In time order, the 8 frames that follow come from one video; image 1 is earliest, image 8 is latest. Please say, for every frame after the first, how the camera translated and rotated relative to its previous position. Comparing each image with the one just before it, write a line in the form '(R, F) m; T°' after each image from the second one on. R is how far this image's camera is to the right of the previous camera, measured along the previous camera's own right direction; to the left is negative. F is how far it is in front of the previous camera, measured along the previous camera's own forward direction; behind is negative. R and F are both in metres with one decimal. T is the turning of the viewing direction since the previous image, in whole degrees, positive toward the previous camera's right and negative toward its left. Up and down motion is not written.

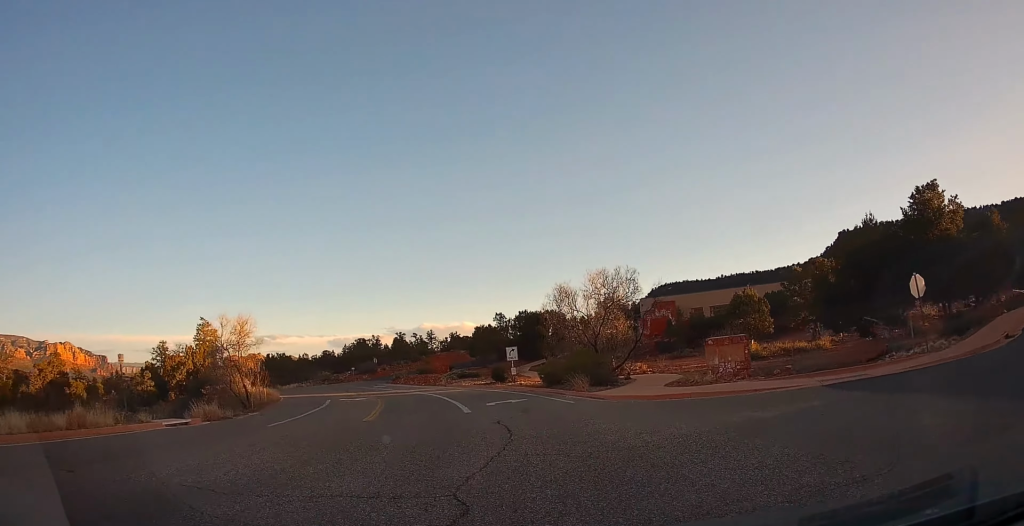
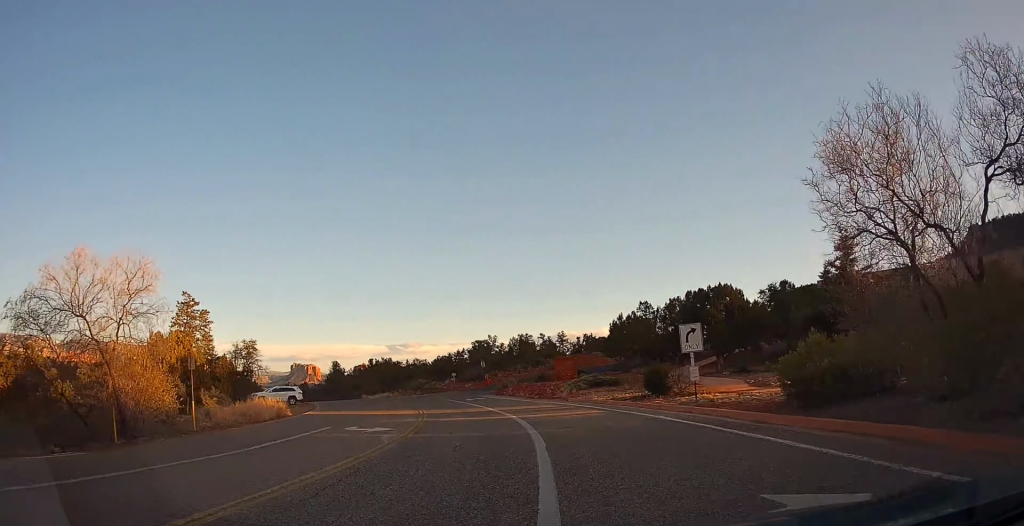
(-3.1, +20.3) m; -15°
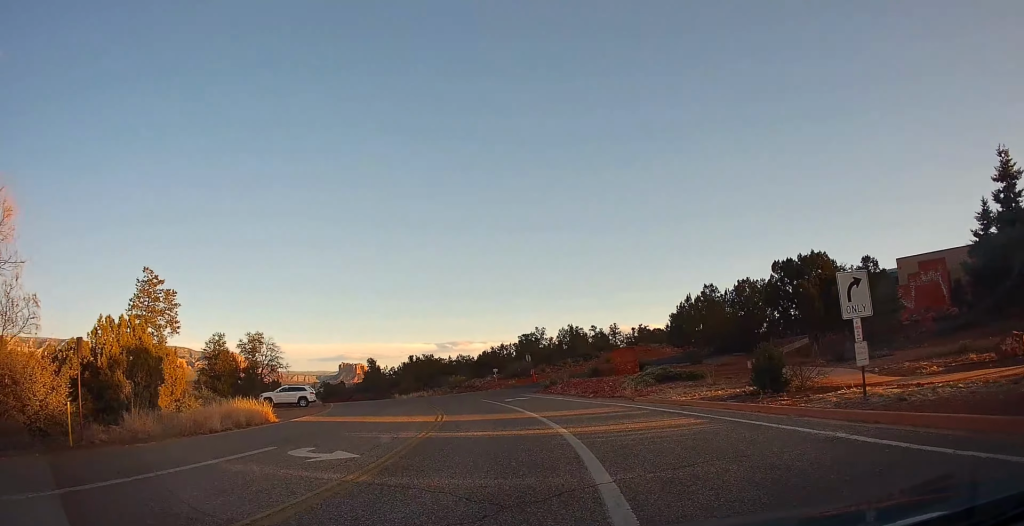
(-0.6, +8.2) m; -2°
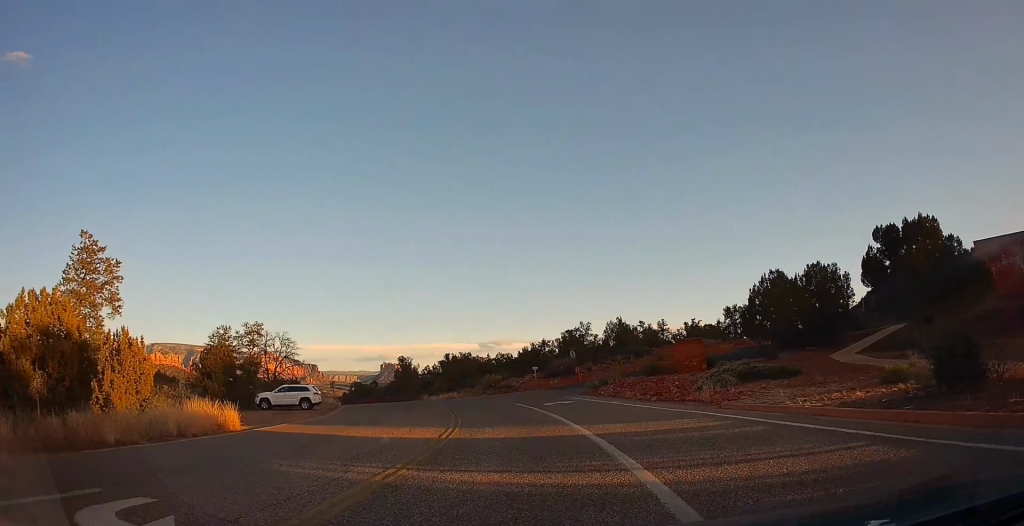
(+0.3, +7.2) m; -3°
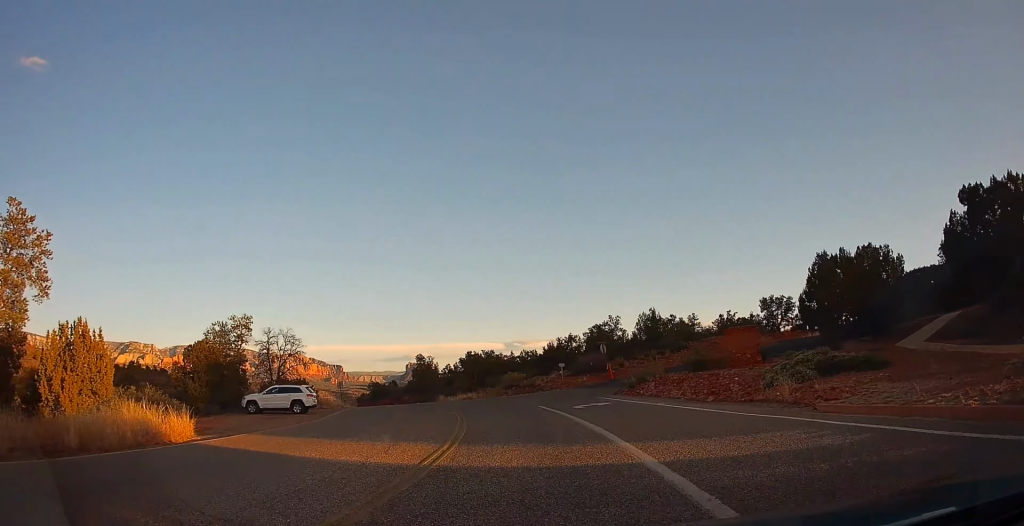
(+0.4, +5.2) m; -3°
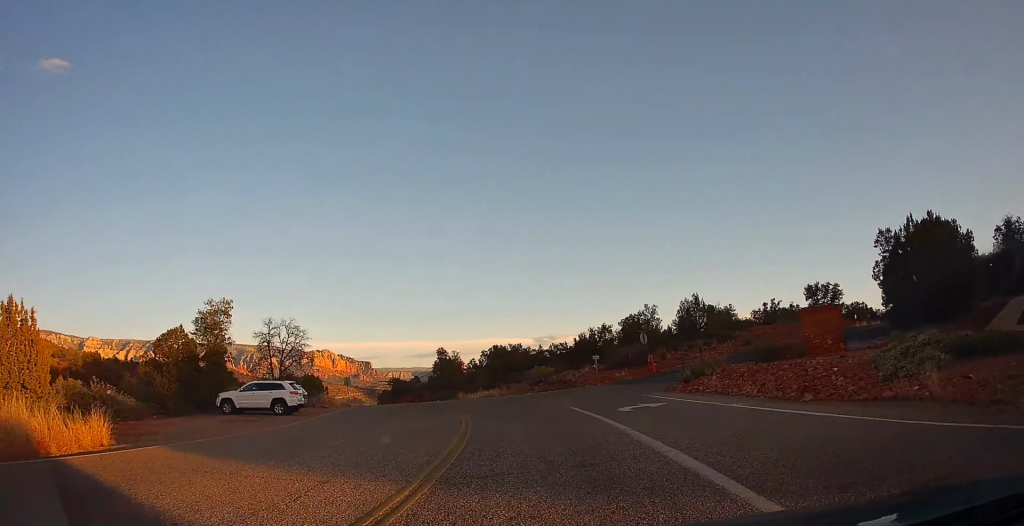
(-0.8, +5.9) m; -7°
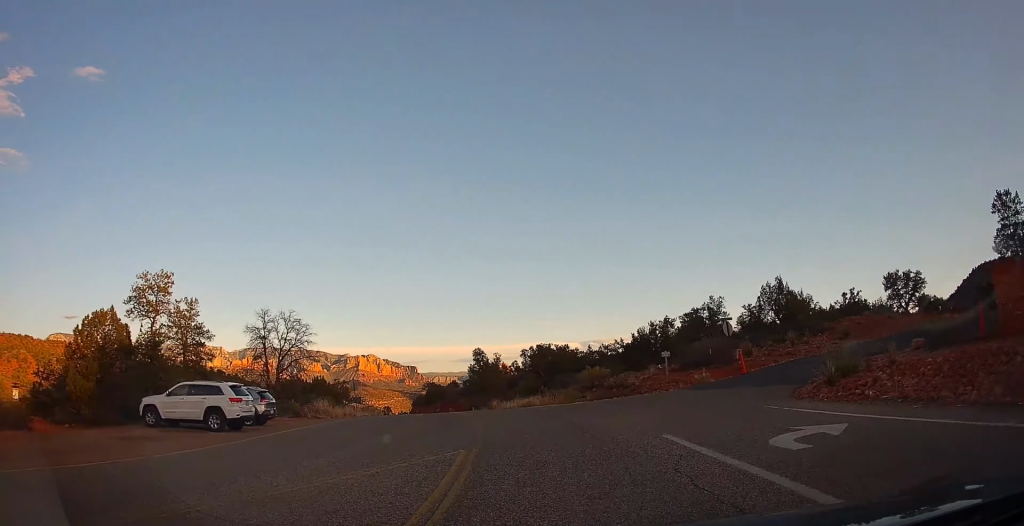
(-0.9, +9.6) m; -7°
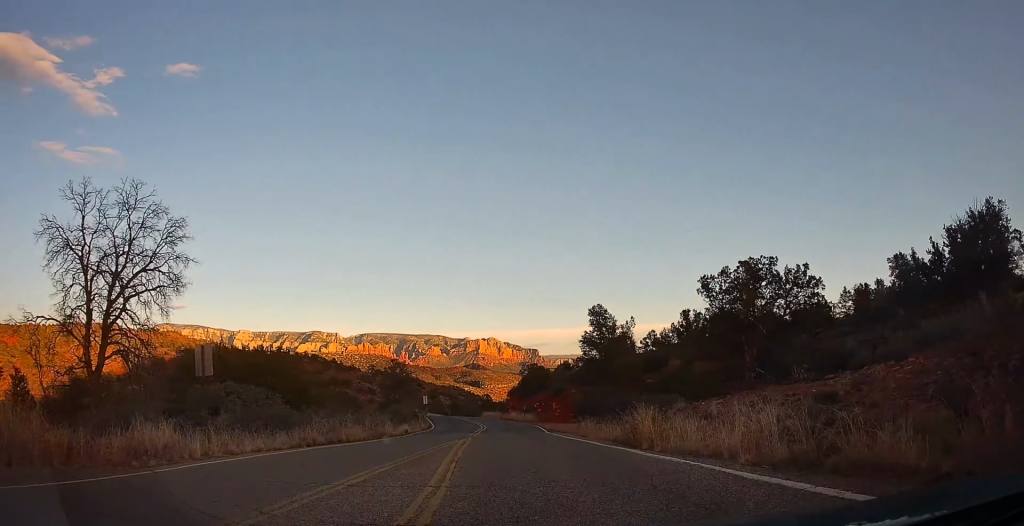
(-2.4, +31.6) m; -10°
